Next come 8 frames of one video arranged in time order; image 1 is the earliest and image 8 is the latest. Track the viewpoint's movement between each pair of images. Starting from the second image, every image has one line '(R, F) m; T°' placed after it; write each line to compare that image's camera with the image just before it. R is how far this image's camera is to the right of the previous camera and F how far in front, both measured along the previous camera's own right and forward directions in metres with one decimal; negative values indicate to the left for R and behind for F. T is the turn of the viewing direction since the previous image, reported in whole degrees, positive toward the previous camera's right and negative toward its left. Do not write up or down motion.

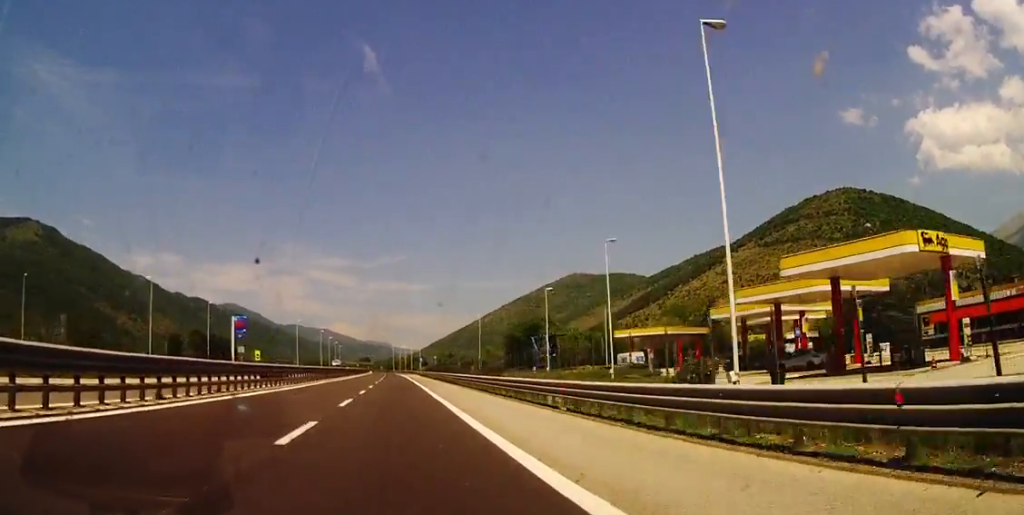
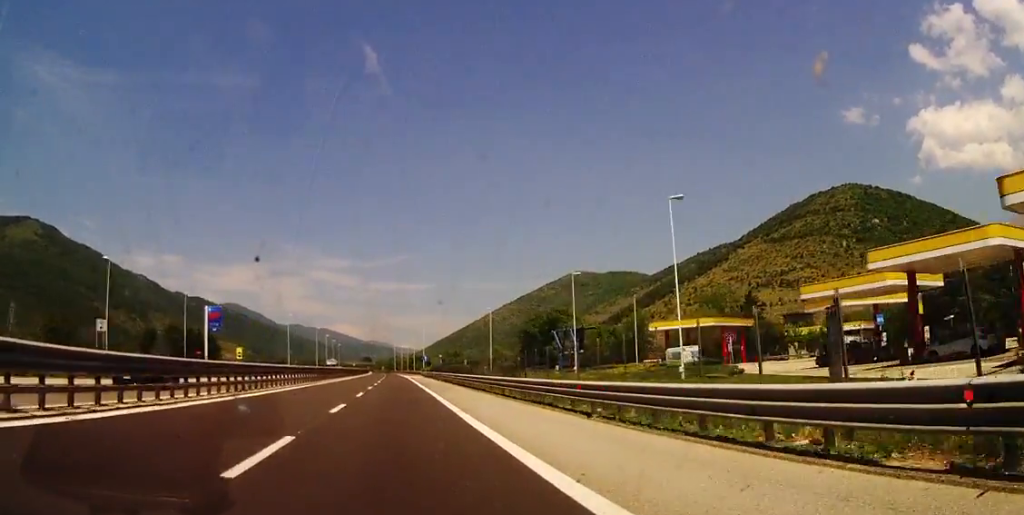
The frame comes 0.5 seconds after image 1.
(0.0, +14.9) m; 0°
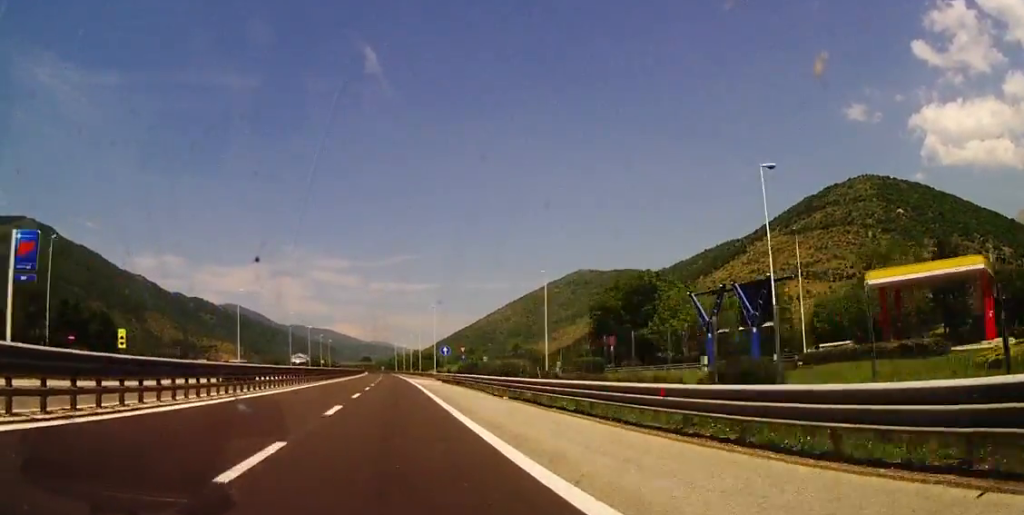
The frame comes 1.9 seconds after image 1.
(-0.5, +46.5) m; -1°
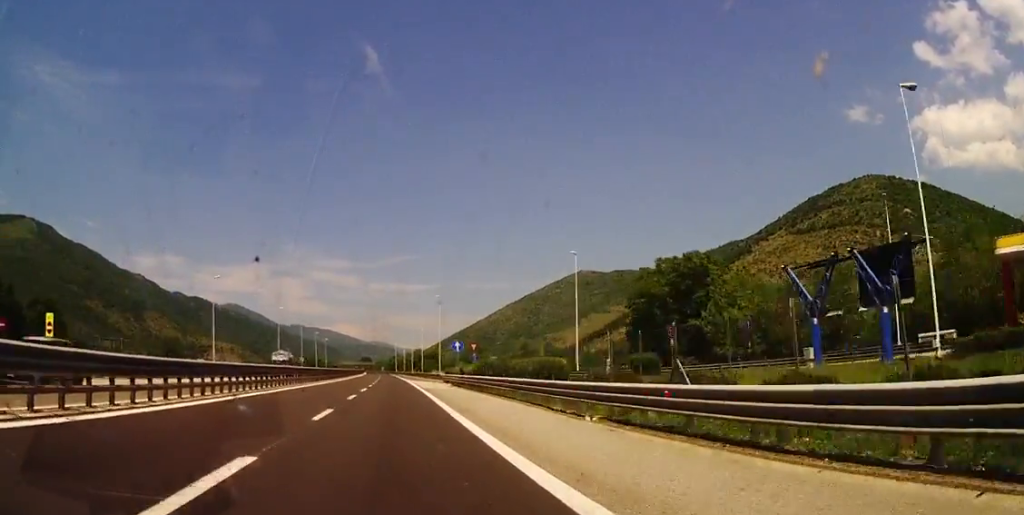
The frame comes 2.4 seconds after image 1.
(0.0, +13.7) m; 0°
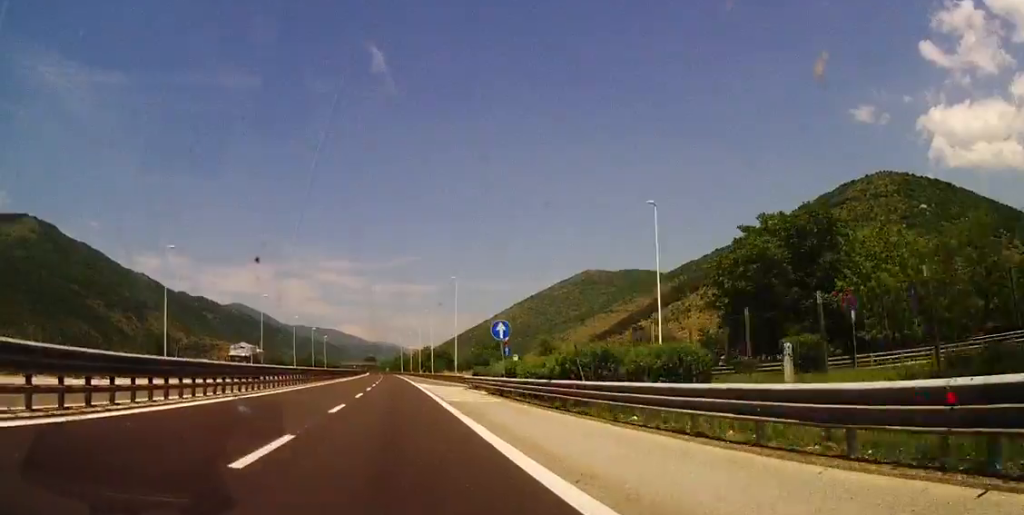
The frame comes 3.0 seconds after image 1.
(0.0, +20.0) m; 0°
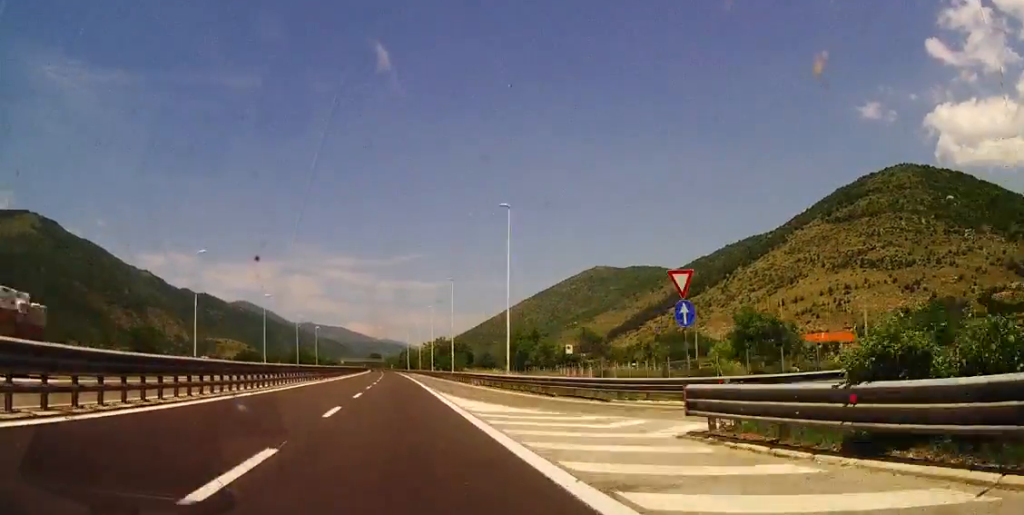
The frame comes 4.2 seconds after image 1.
(+0.2, +36.7) m; 0°
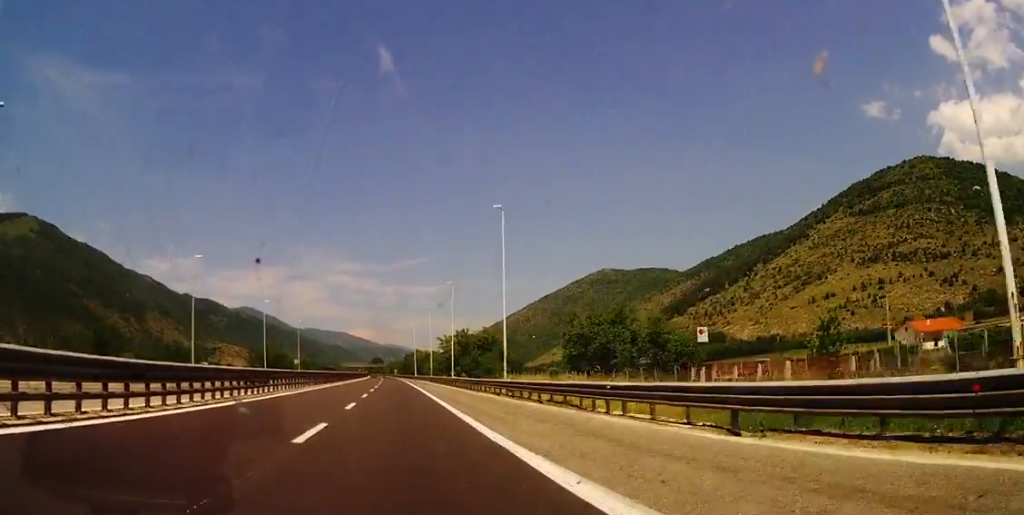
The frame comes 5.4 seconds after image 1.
(-0.1, +39.9) m; -1°
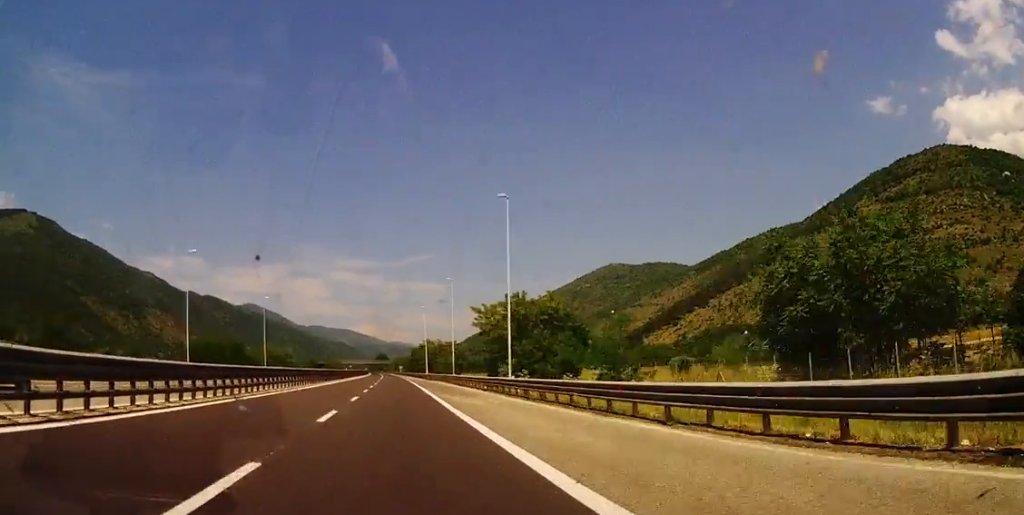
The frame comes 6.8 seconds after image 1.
(-0.2, +42.0) m; 0°
